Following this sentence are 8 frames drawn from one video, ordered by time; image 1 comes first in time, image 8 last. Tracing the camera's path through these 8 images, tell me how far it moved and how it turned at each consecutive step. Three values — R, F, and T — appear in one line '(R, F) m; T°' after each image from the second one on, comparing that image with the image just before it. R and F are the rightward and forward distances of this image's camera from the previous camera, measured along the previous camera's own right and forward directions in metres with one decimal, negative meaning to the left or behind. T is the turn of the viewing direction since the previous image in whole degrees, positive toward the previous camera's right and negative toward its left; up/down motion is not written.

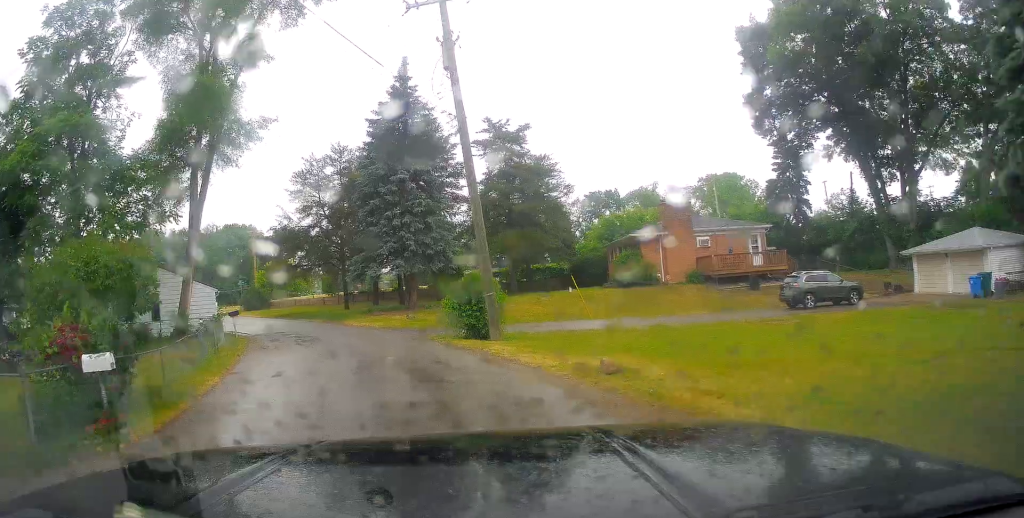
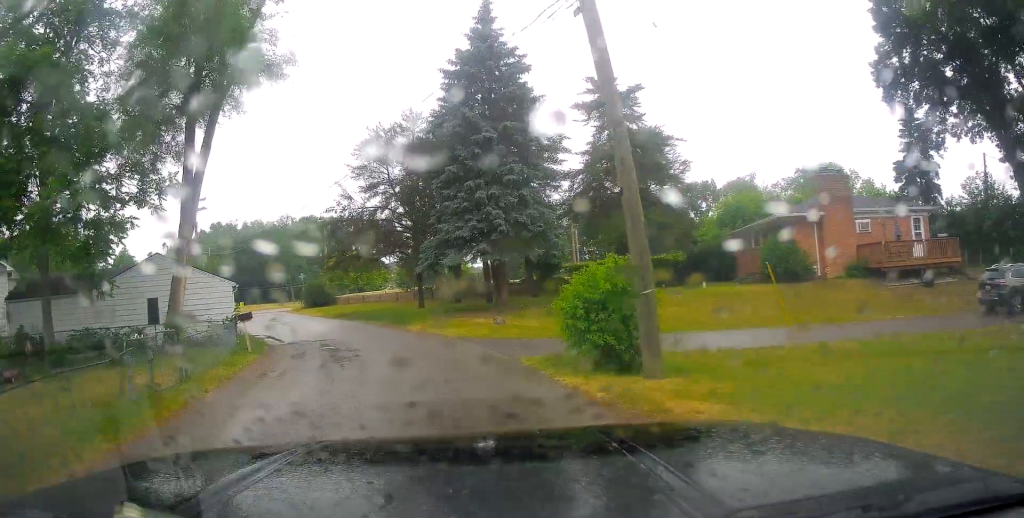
(-0.9, +8.3) m; -5°
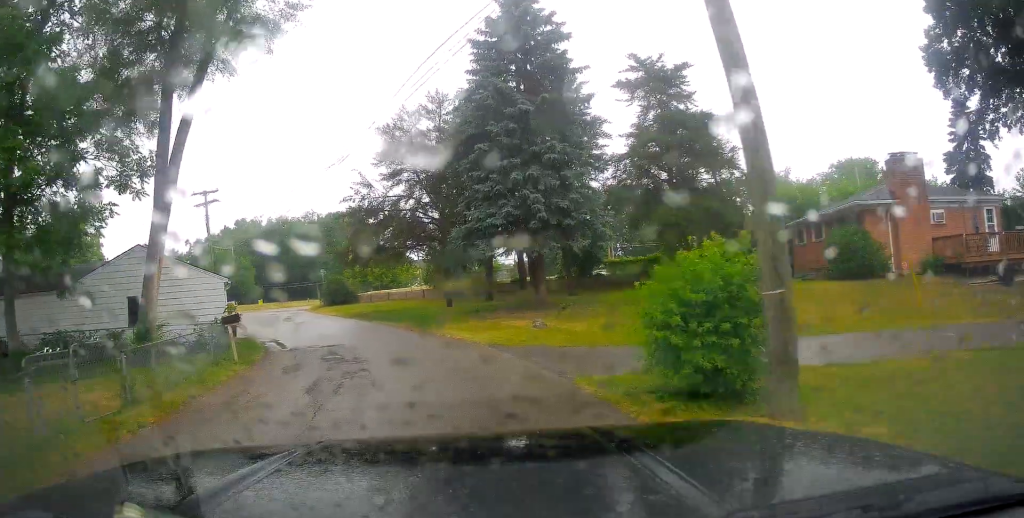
(+0.1, +3.6) m; -3°
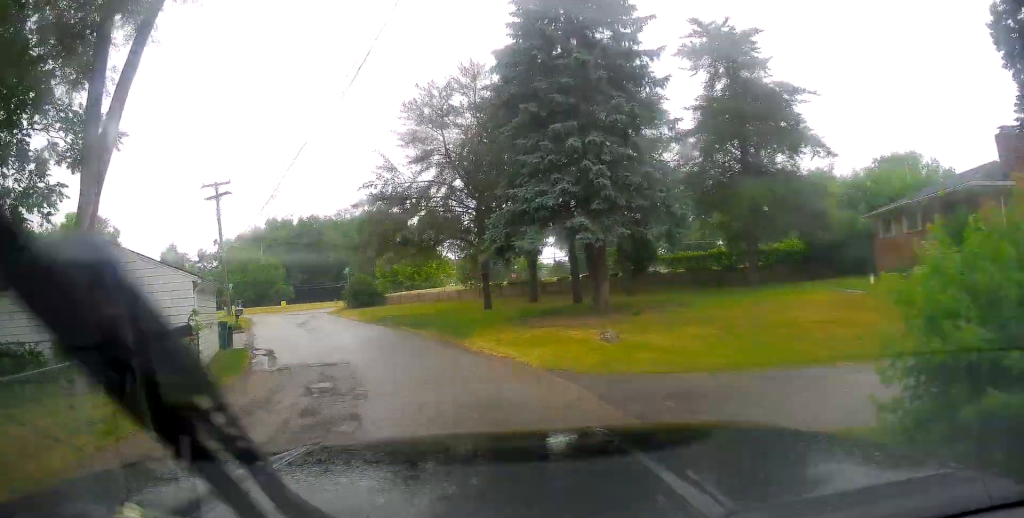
(0.0, +4.8) m; -4°
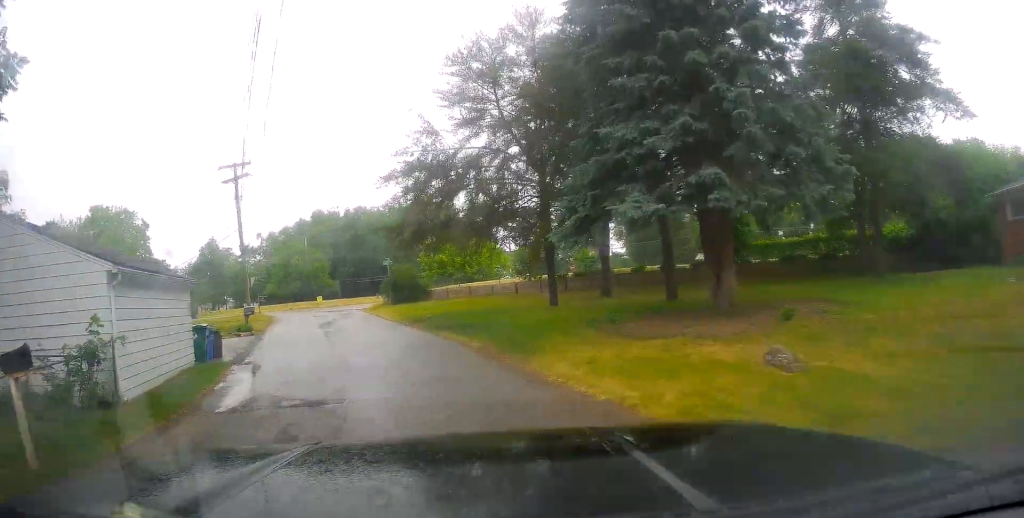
(-0.6, +5.9) m; -7°
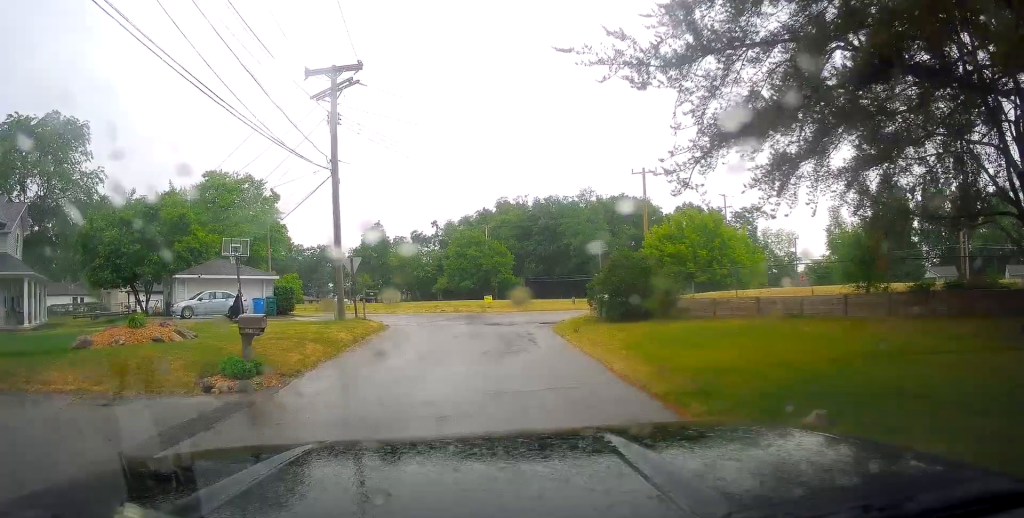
(-1.8, +17.8) m; -14°
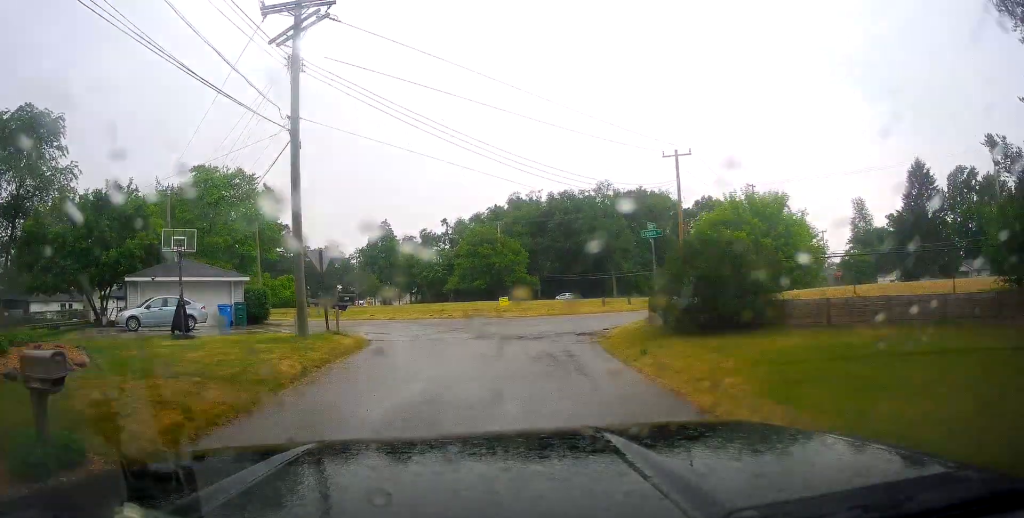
(-0.4, +6.9) m; -7°
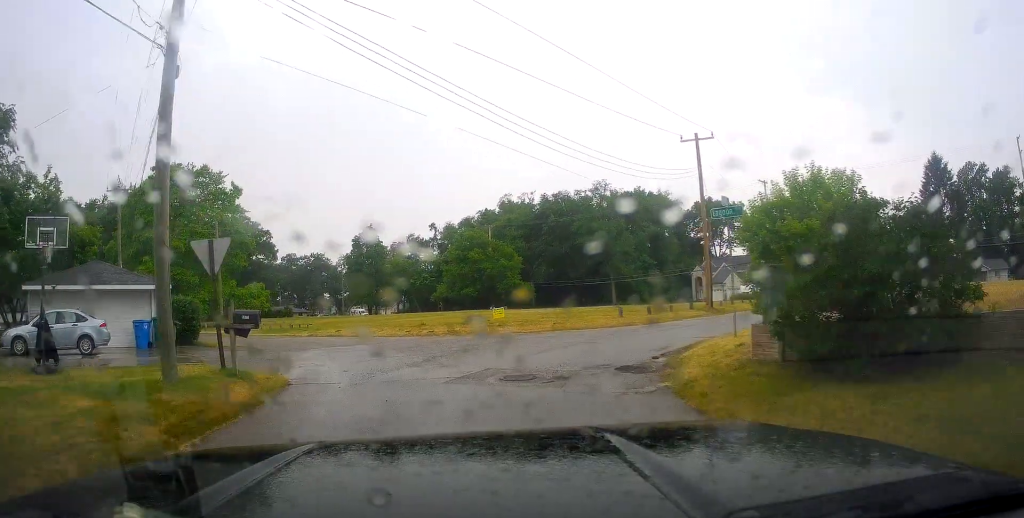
(-0.6, +7.8) m; +1°
